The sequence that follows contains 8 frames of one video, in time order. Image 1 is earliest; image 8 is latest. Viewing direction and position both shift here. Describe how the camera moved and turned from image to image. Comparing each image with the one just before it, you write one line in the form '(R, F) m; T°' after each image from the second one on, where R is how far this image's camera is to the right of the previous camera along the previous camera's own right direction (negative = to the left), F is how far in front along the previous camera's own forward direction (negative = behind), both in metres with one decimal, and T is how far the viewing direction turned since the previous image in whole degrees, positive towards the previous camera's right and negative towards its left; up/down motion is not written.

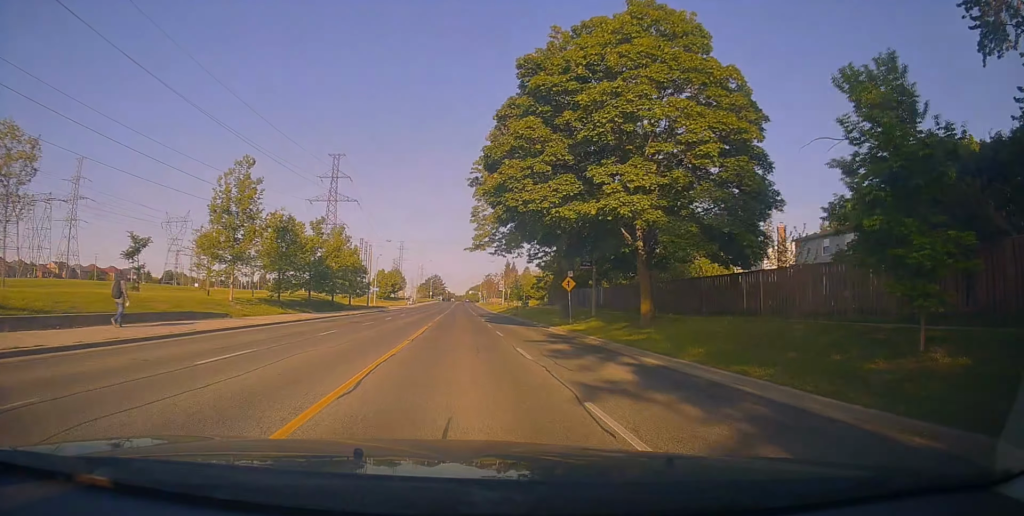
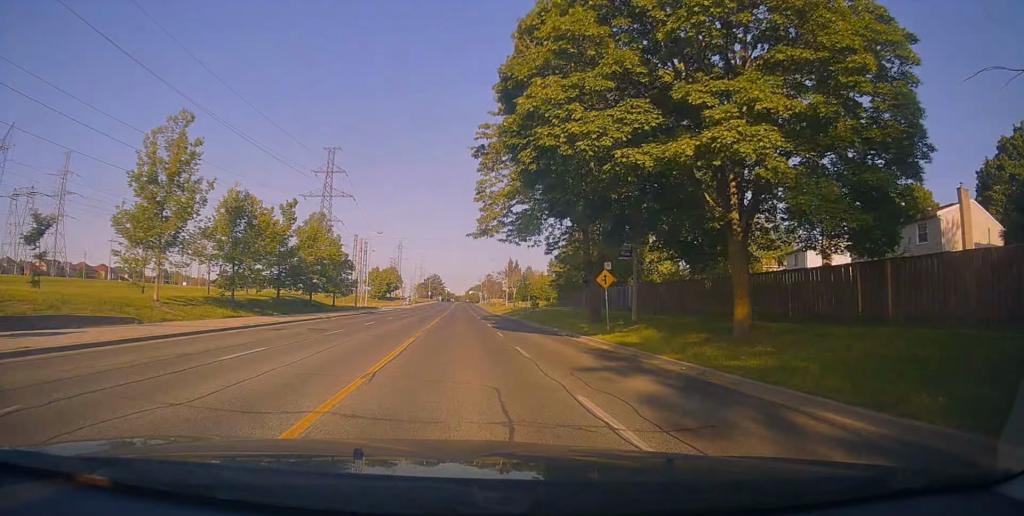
(0.0, +8.2) m; -1°
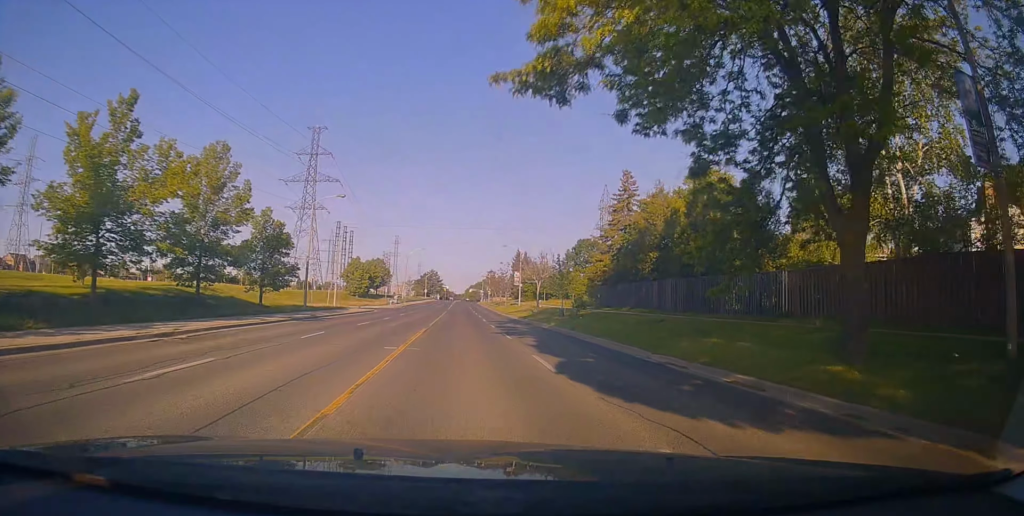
(-0.6, +20.1) m; -1°
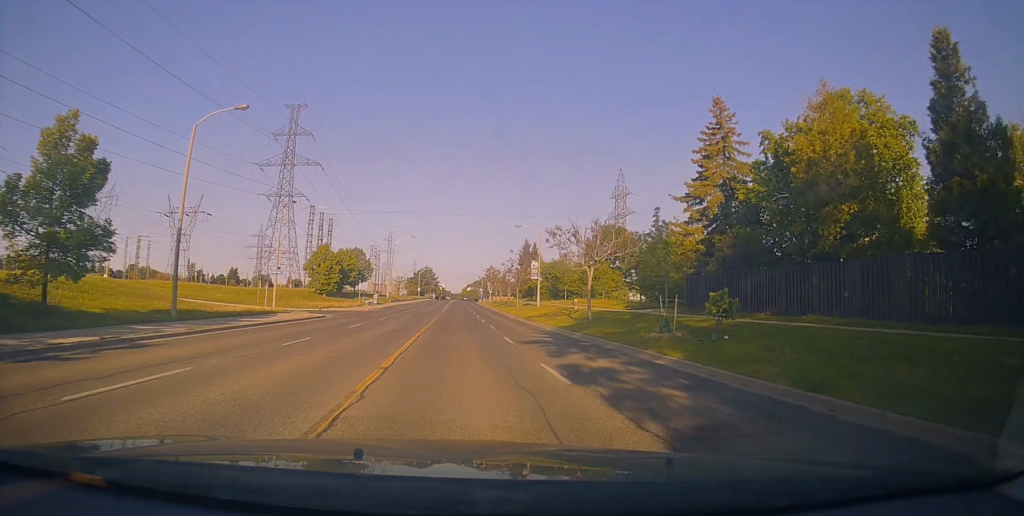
(+0.4, +18.9) m; +1°
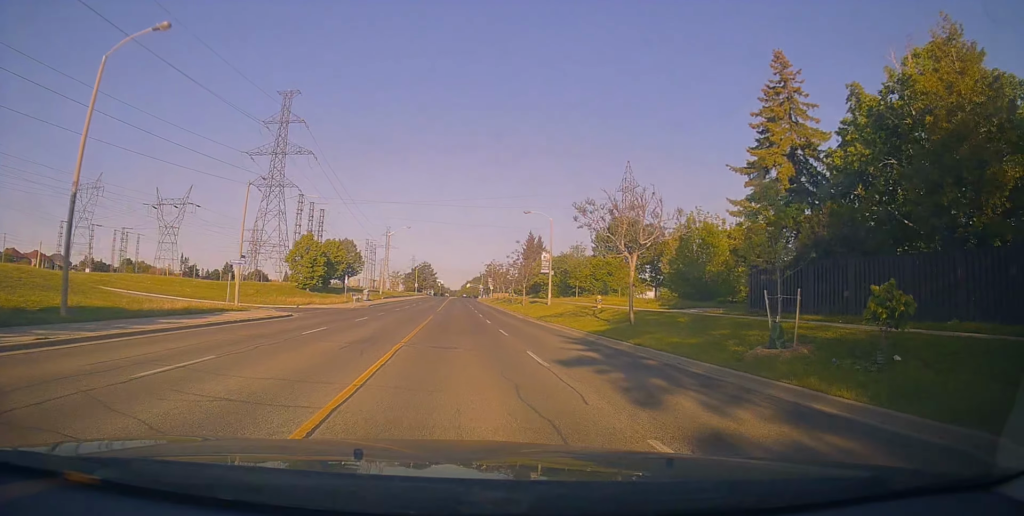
(+0.3, +7.1) m; 0°
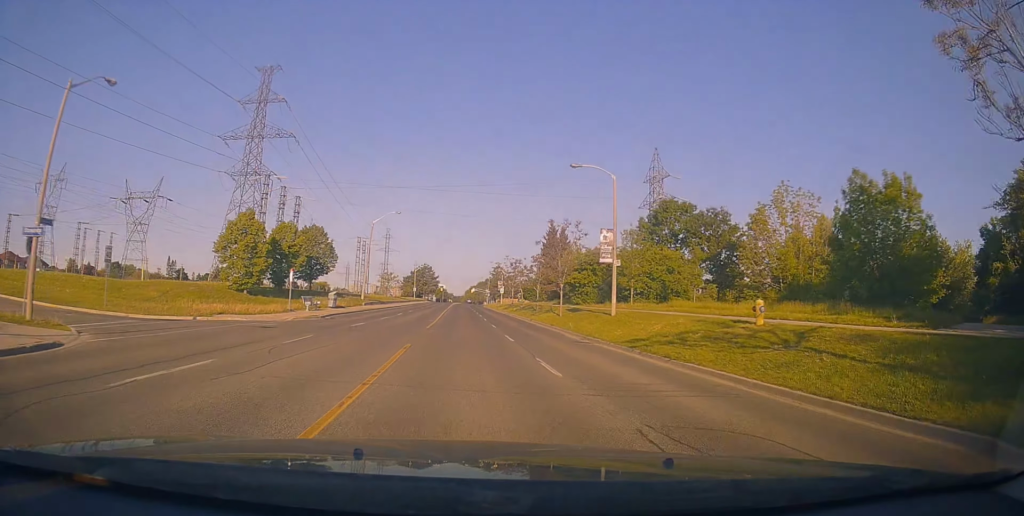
(-0.6, +18.8) m; -2°
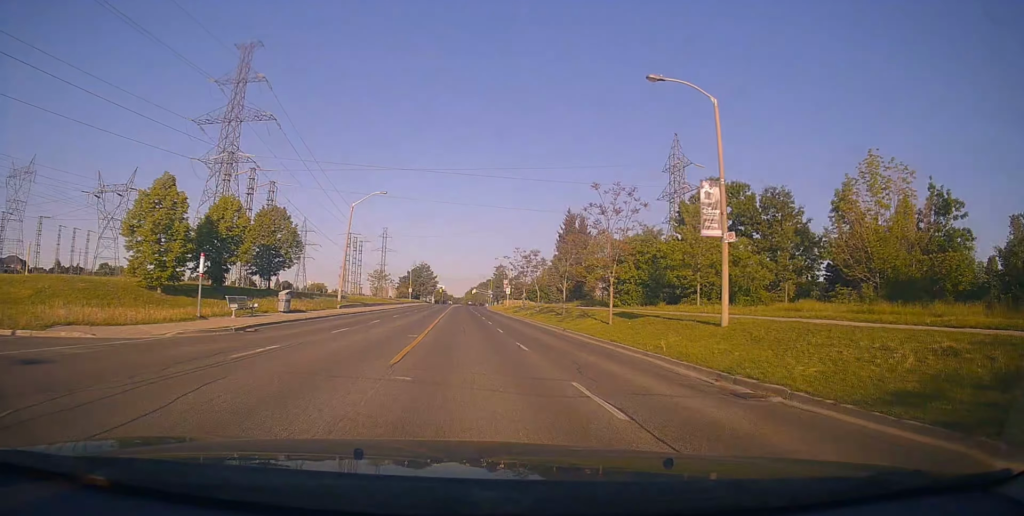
(+0.1, +12.9) m; 0°
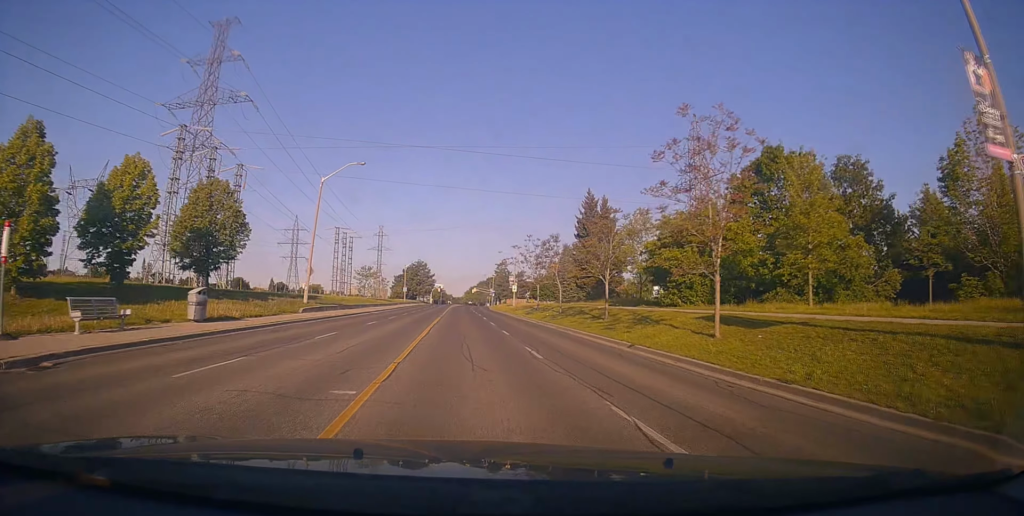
(0.0, +11.9) m; 0°
